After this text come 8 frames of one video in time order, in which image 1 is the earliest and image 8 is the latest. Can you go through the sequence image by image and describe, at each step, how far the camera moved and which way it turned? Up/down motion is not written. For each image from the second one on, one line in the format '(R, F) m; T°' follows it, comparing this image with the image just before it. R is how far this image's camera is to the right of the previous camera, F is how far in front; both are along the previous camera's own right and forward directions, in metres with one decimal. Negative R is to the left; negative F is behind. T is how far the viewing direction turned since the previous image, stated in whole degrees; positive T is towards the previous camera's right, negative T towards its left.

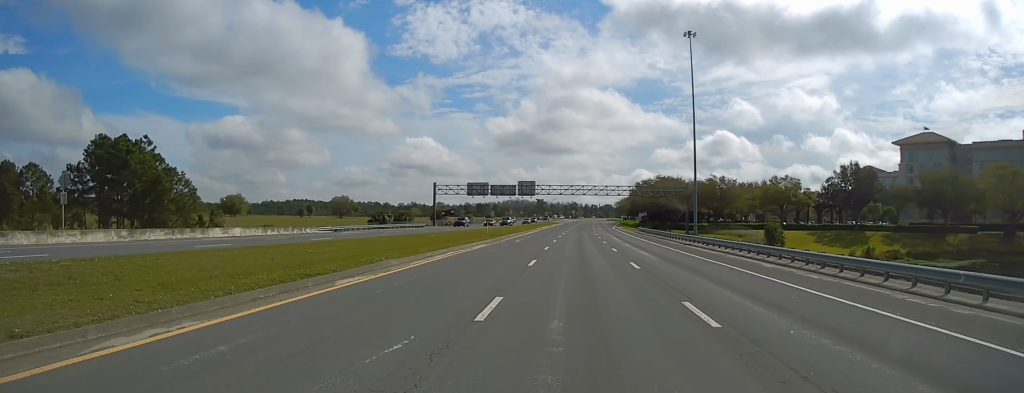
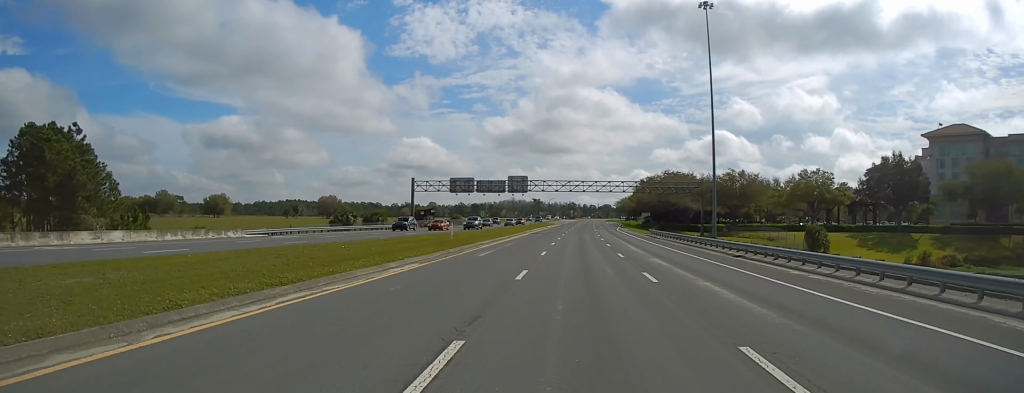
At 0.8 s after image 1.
(-0.2, +16.8) m; 0°
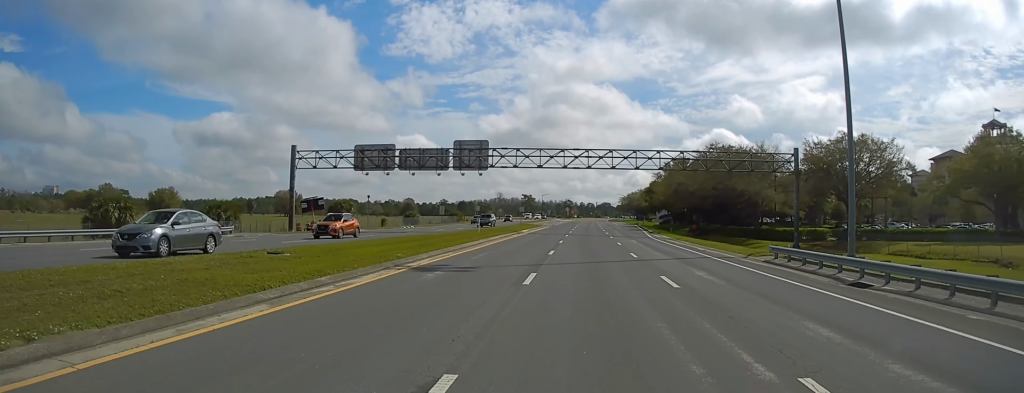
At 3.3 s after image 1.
(+0.5, +50.1) m; +1°
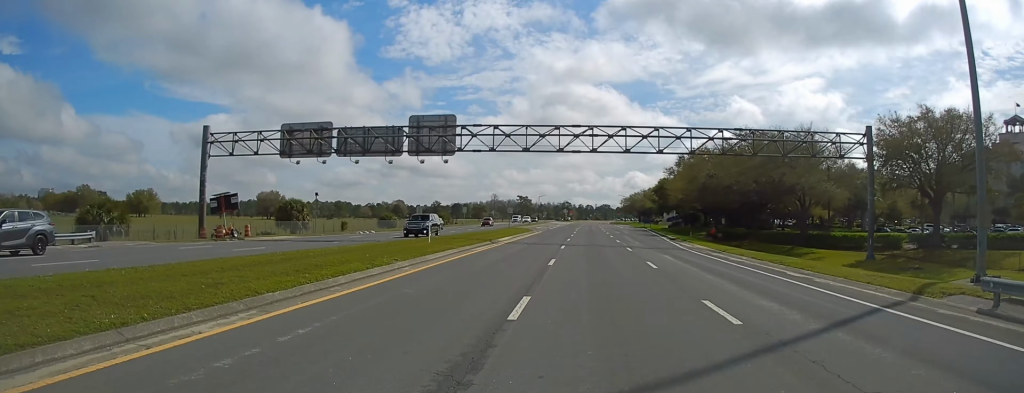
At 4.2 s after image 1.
(0.0, +17.1) m; 0°
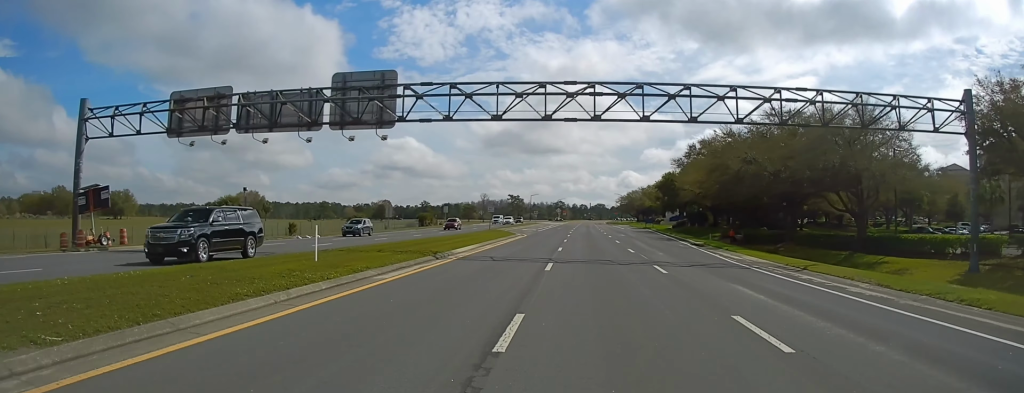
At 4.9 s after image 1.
(+0.2, +14.4) m; 0°
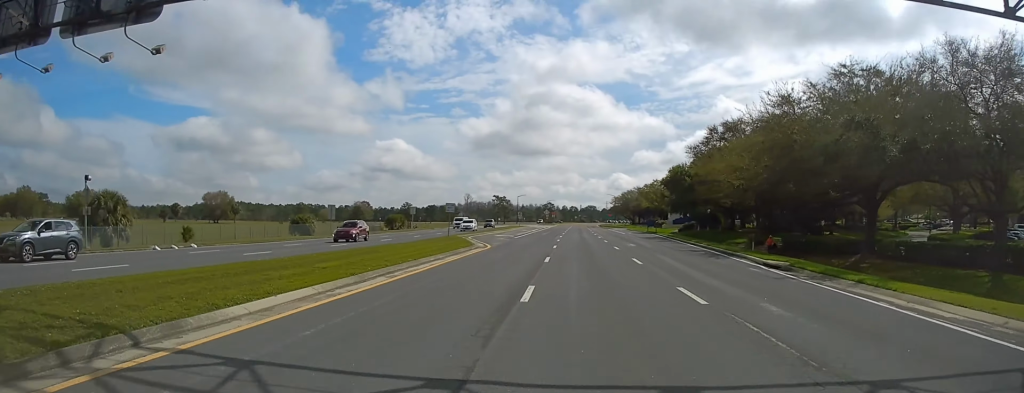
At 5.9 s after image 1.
(-0.2, +18.7) m; +1°
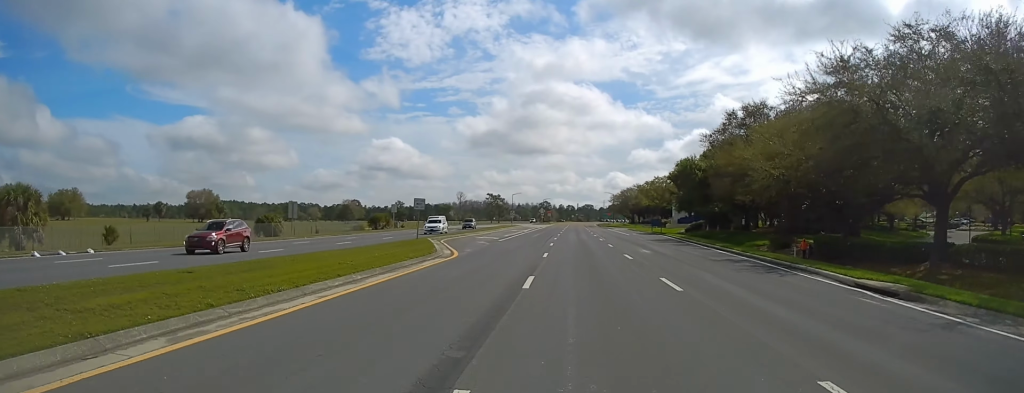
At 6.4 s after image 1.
(+0.2, +9.7) m; 0°
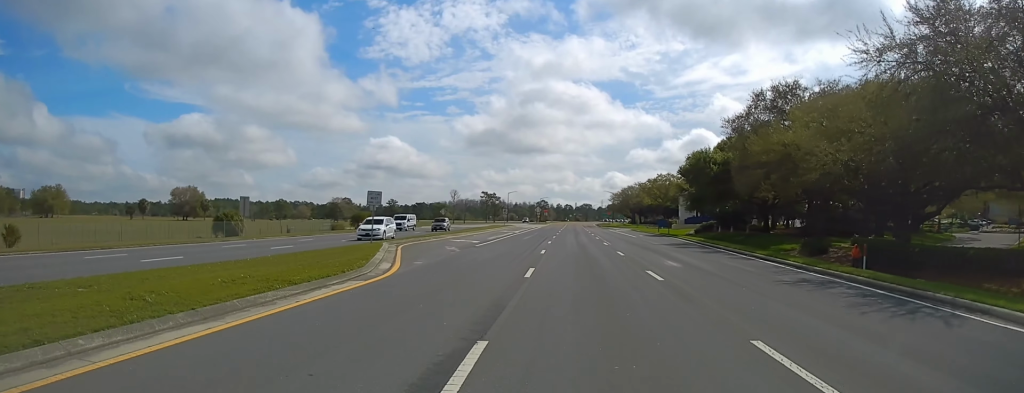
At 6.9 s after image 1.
(+0.2, +9.7) m; 0°
